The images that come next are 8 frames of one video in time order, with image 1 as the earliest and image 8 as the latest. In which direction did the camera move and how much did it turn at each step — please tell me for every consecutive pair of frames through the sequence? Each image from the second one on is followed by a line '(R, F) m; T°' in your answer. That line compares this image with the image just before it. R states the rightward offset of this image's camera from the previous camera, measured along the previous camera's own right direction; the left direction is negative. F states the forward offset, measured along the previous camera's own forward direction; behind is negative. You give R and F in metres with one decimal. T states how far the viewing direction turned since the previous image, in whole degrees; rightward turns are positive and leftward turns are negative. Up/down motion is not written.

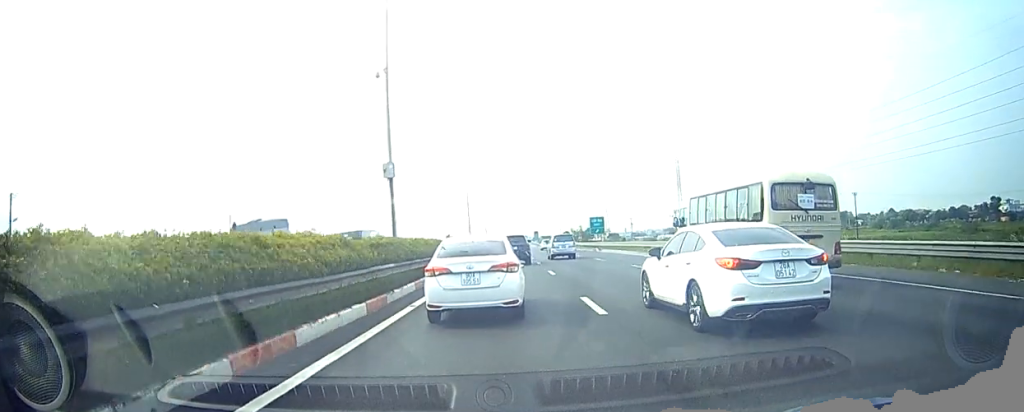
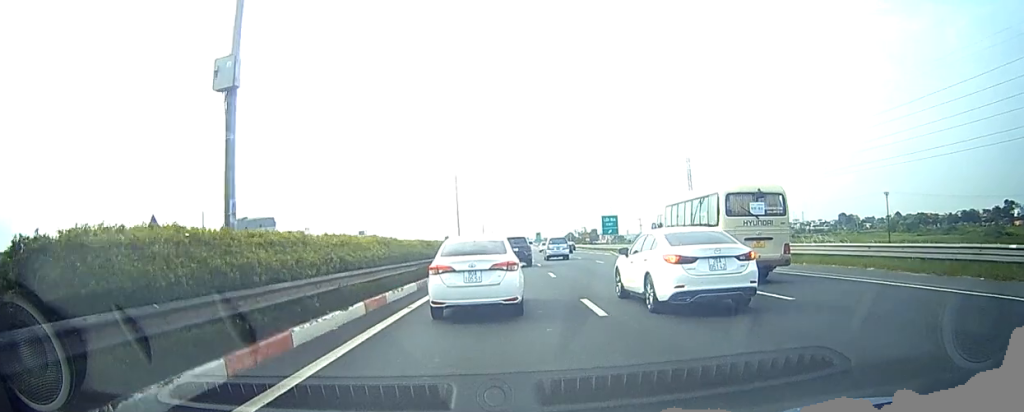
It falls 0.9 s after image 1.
(0.0, +14.4) m; 0°
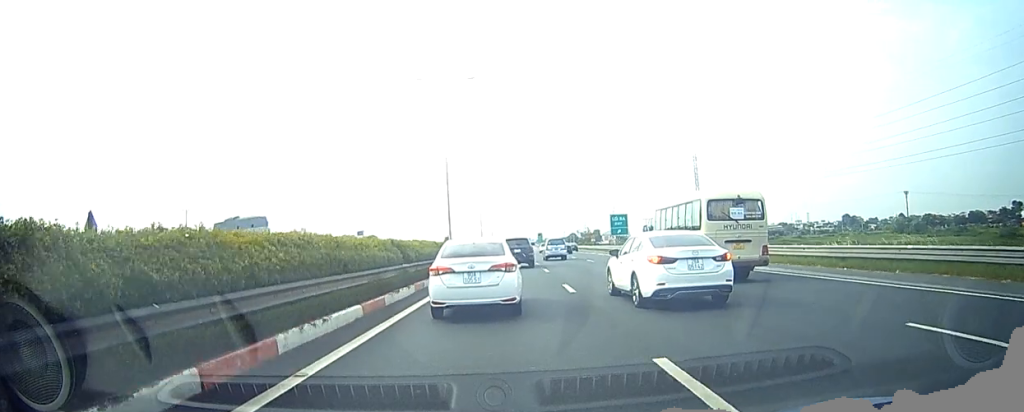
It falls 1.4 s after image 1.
(0.0, +7.8) m; 0°
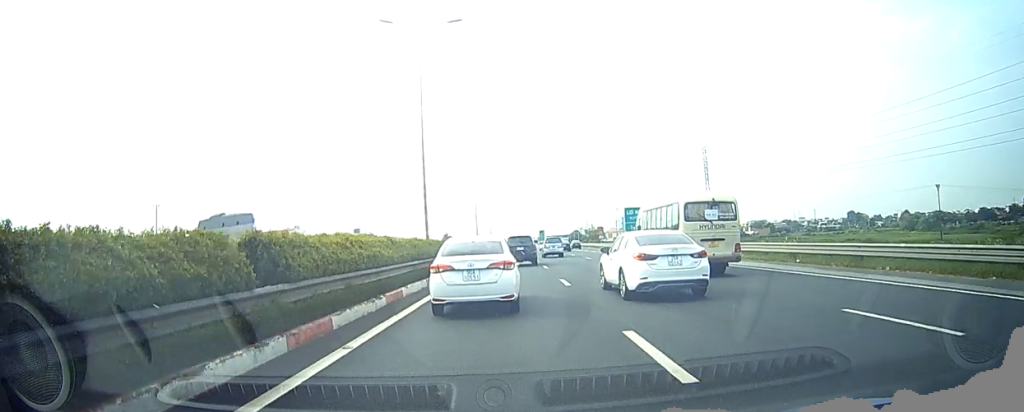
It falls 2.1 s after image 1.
(0.0, +11.6) m; 0°
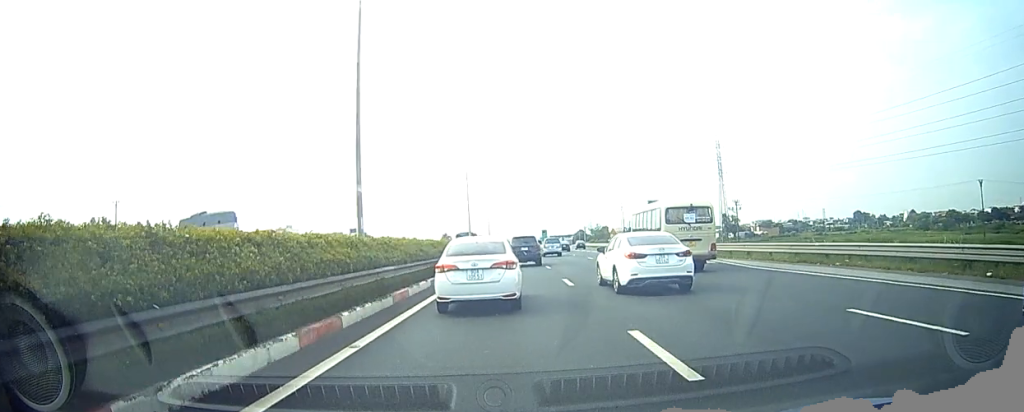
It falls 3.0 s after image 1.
(+0.1, +12.1) m; 0°
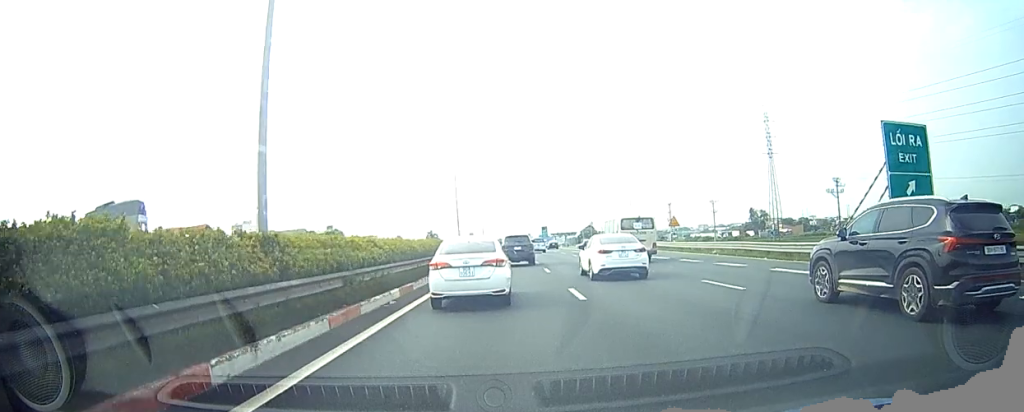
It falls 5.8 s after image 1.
(-0.5, +36.3) m; -2°
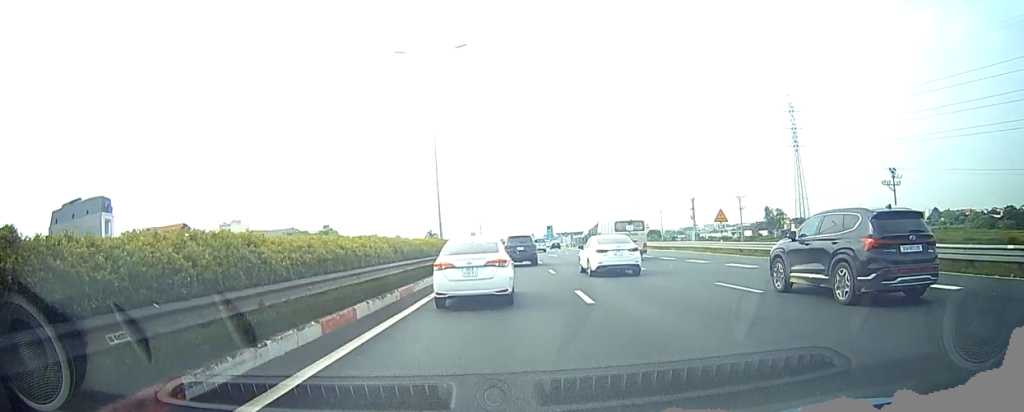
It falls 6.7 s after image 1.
(0.0, +11.5) m; 0°
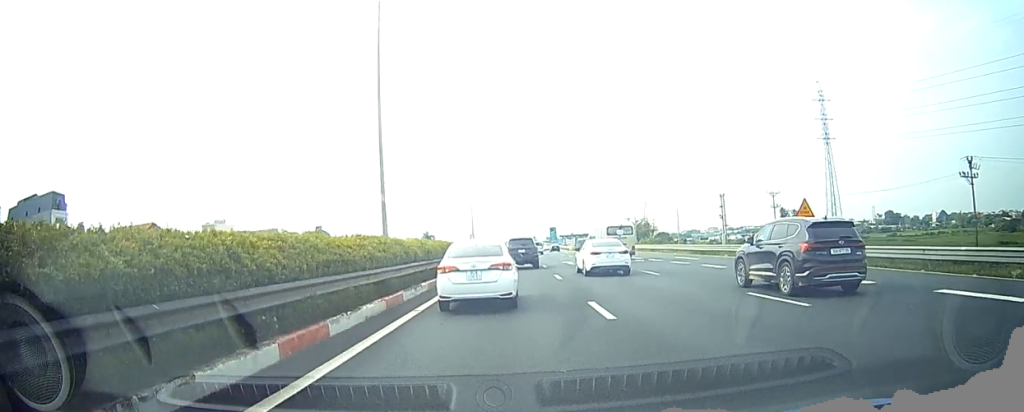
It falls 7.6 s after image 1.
(0.0, +12.3) m; +1°
